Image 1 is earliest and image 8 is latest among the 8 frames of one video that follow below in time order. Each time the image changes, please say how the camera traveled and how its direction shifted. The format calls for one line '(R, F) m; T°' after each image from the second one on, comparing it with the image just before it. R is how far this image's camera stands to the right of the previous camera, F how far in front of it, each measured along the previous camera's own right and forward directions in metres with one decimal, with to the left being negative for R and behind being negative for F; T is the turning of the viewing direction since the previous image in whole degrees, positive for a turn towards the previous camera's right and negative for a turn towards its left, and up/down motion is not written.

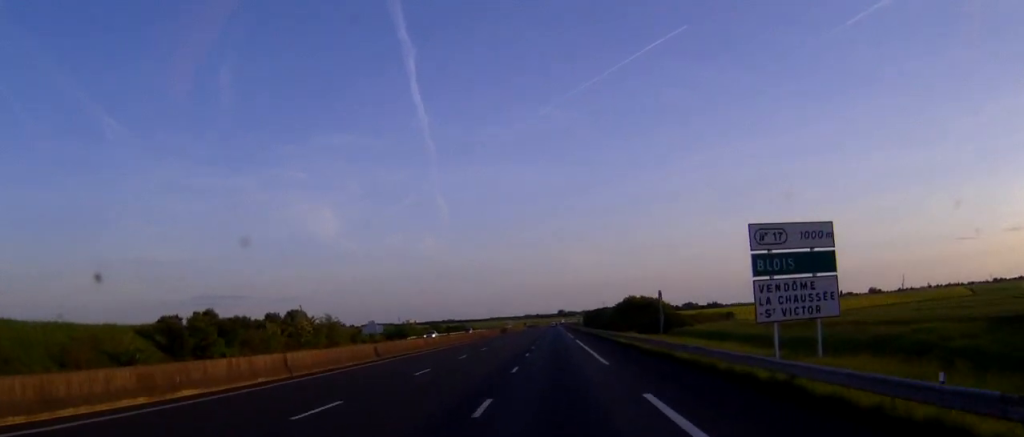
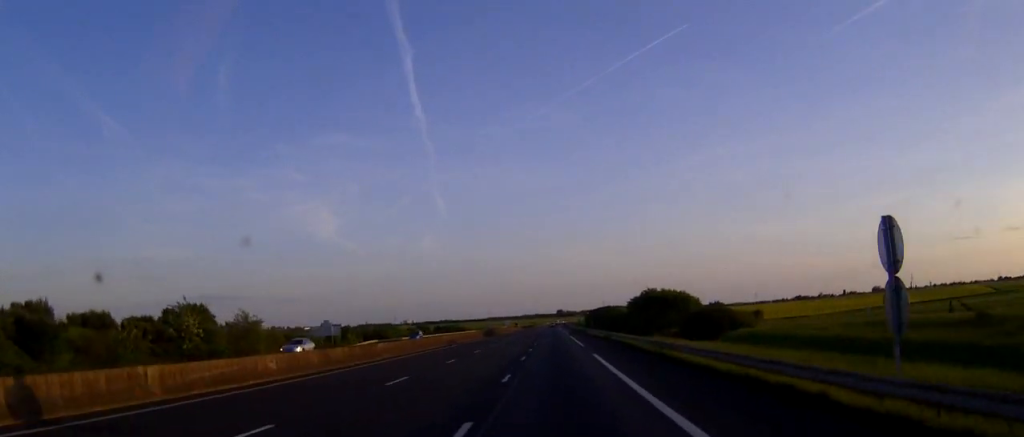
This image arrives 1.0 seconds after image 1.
(+0.1, +29.5) m; 0°
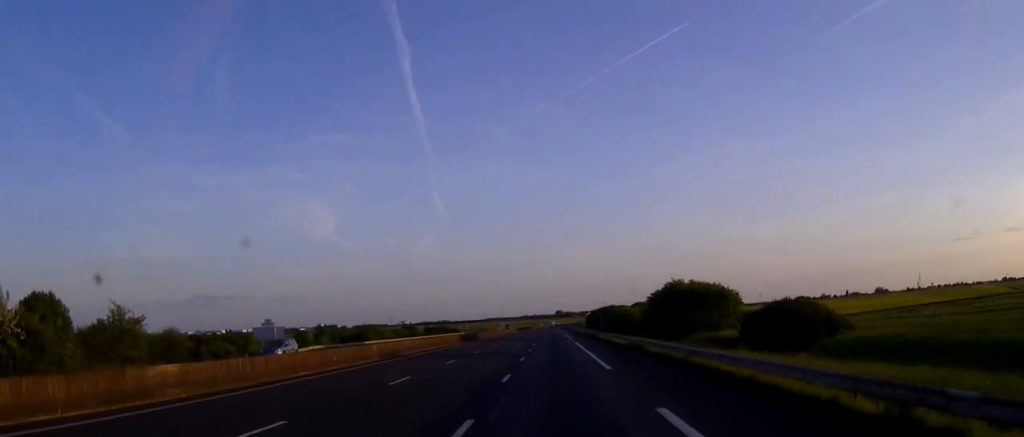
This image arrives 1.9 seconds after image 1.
(-0.1, +24.8) m; 0°
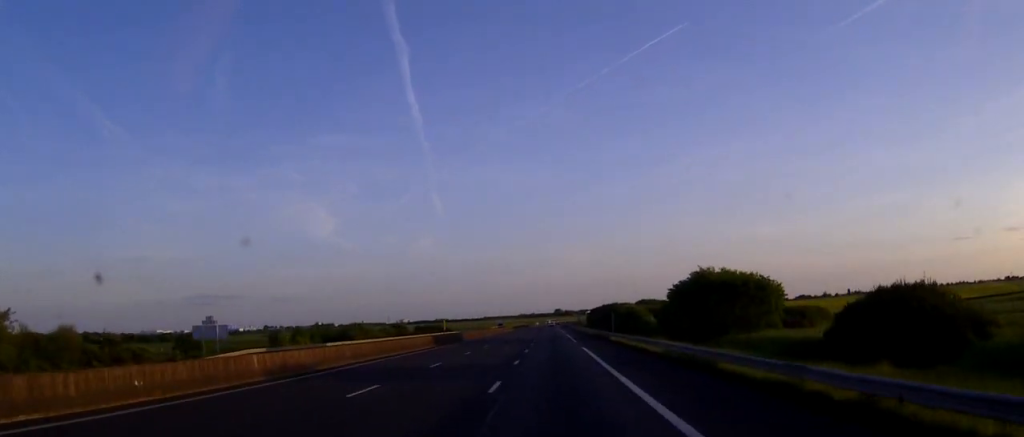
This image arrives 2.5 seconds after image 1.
(0.0, +17.1) m; 0°
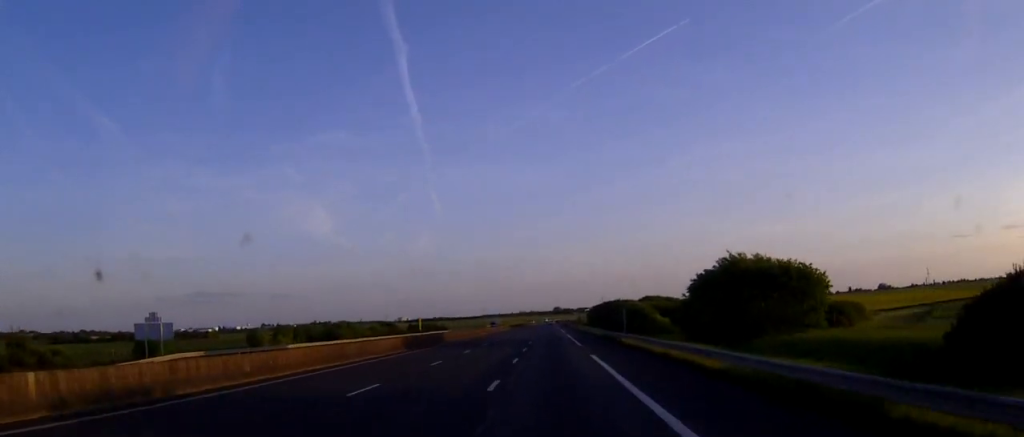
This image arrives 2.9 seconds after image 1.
(0.0, +12.3) m; 0°
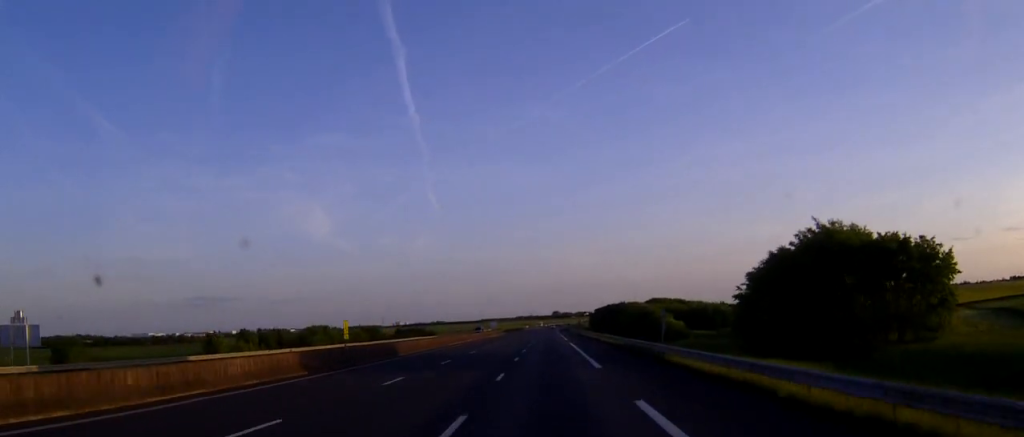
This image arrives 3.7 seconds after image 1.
(0.0, +20.6) m; 0°
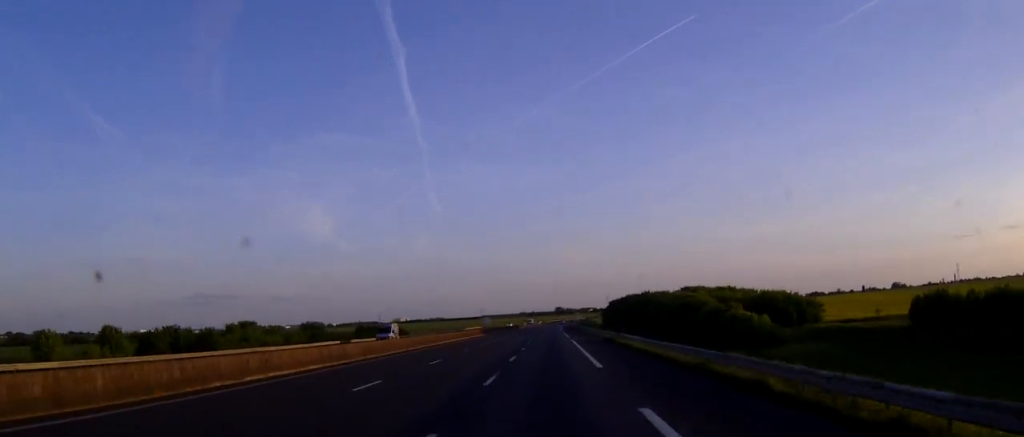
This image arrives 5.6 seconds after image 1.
(-0.1, +53.8) m; 0°
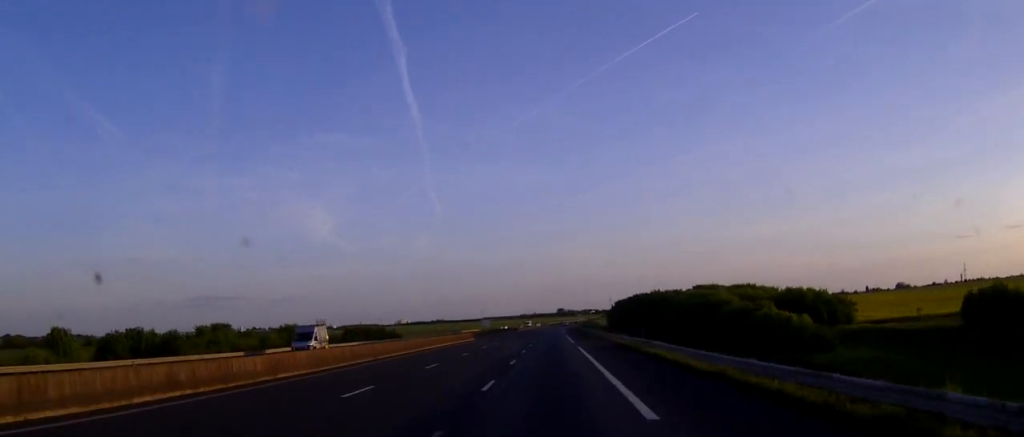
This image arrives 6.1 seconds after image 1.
(0.0, +13.8) m; 0°
